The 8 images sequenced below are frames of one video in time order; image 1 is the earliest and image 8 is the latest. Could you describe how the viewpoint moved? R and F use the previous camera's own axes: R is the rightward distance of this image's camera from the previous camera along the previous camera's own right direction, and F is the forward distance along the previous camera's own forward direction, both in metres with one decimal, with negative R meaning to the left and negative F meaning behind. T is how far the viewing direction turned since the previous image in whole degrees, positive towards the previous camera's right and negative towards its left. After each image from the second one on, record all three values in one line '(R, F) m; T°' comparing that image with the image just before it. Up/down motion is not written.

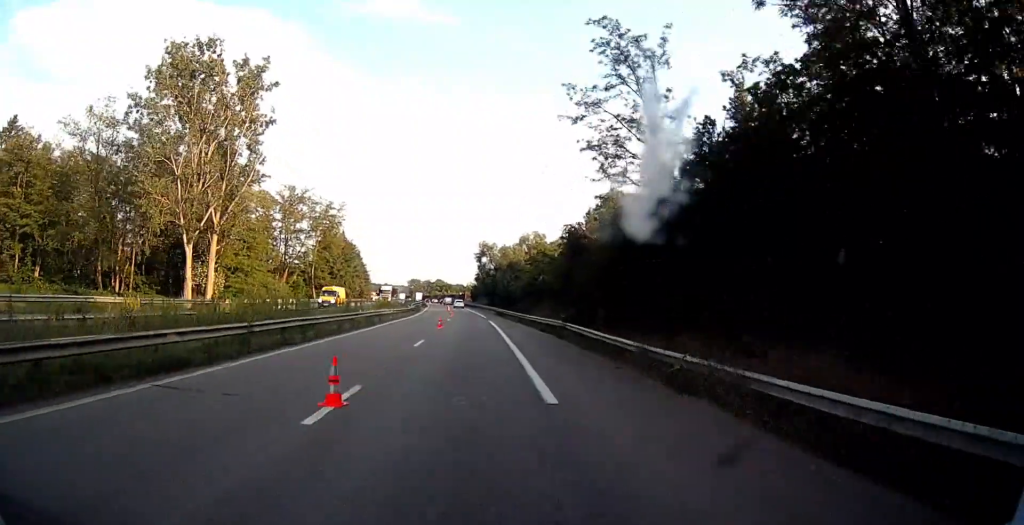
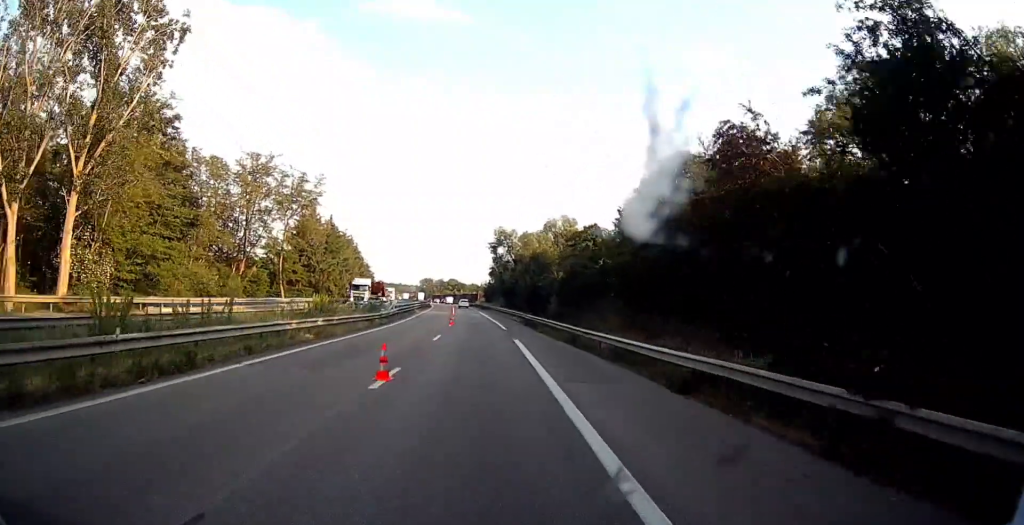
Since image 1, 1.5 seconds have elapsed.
(-0.2, +23.0) m; -1°
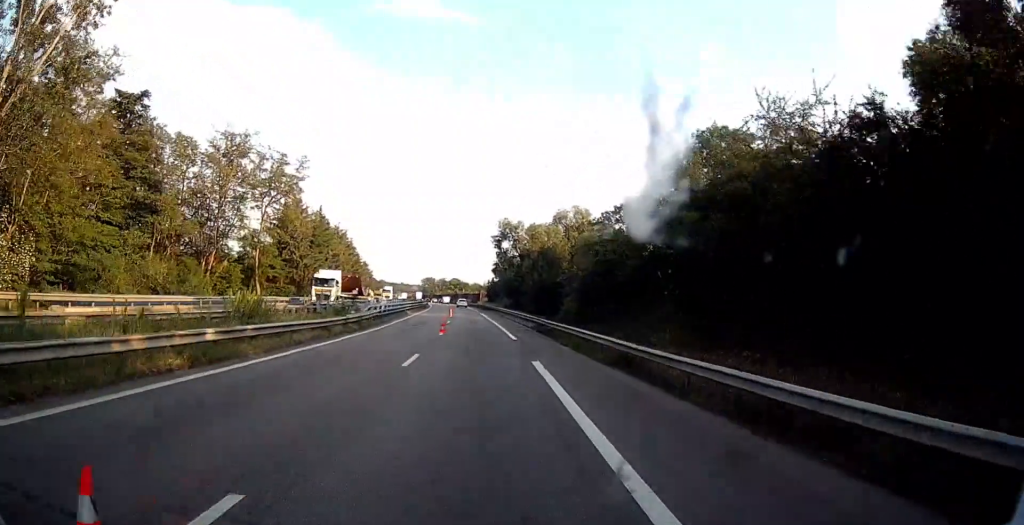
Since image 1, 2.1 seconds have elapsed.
(0.0, +9.4) m; 0°
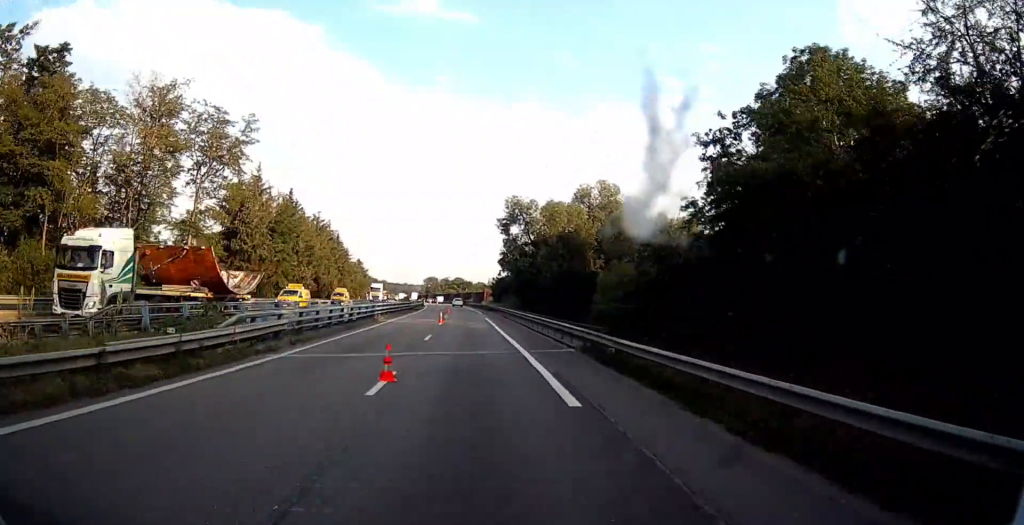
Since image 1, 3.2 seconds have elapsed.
(-0.2, +18.0) m; -1°
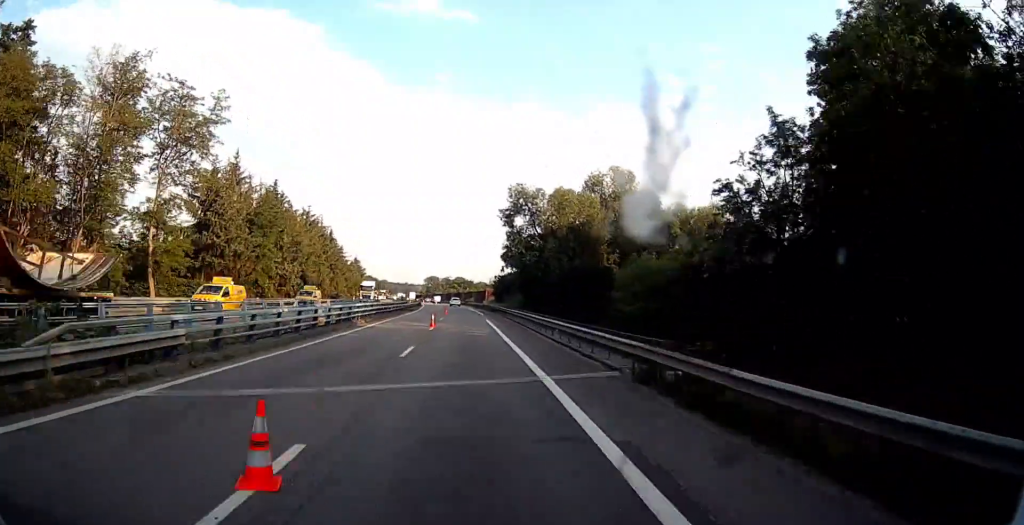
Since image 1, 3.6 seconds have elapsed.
(0.0, +6.8) m; -1°
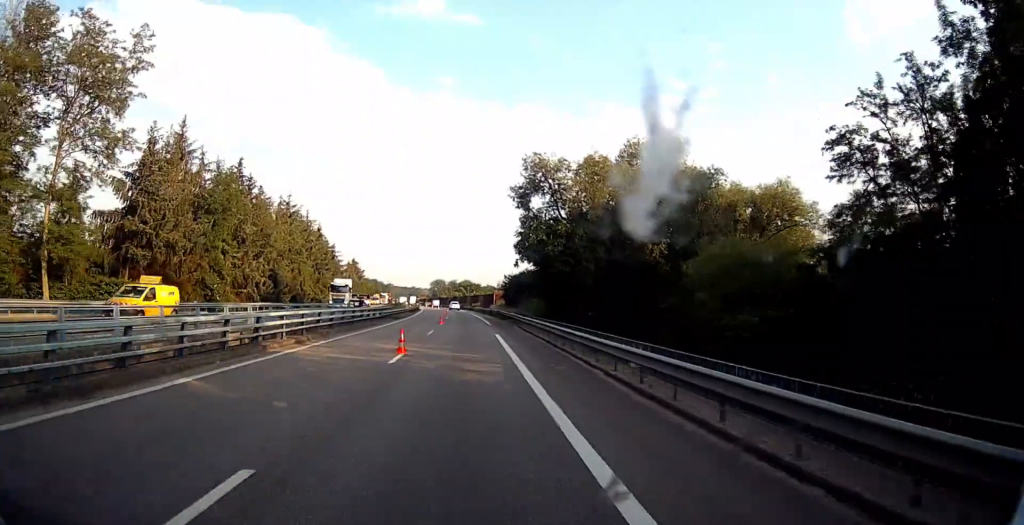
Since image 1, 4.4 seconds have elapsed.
(-0.1, +14.2) m; -1°
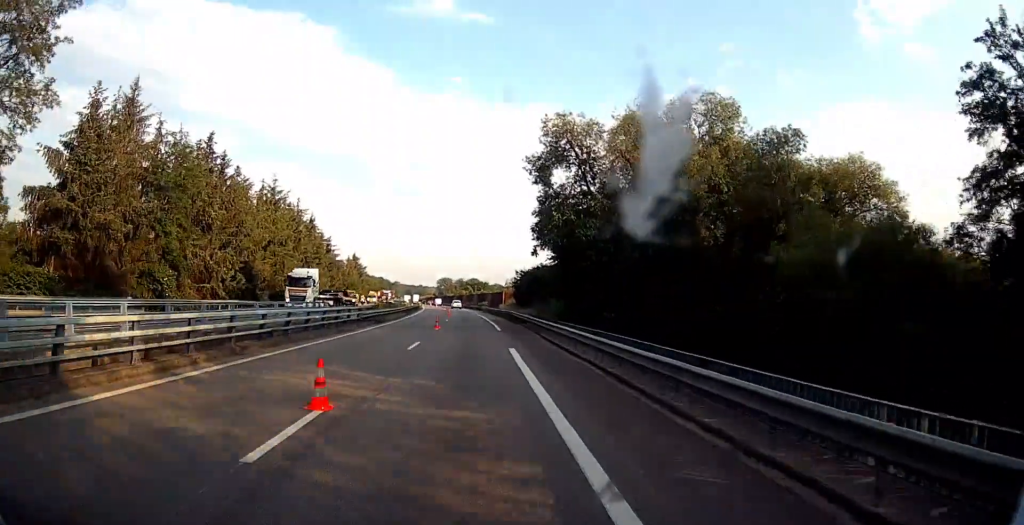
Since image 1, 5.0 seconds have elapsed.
(-0.1, +9.9) m; -1°
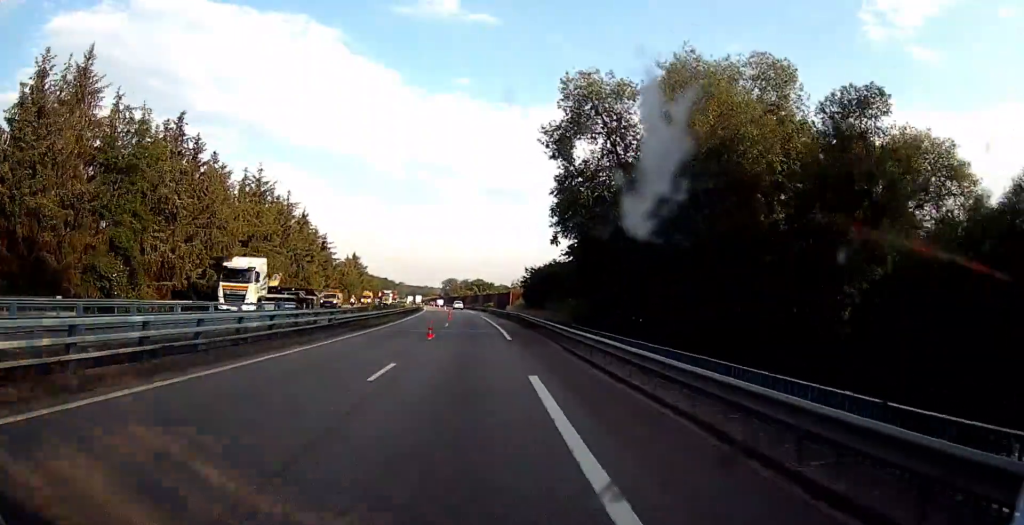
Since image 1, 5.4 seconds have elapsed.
(0.0, +7.7) m; 0°
